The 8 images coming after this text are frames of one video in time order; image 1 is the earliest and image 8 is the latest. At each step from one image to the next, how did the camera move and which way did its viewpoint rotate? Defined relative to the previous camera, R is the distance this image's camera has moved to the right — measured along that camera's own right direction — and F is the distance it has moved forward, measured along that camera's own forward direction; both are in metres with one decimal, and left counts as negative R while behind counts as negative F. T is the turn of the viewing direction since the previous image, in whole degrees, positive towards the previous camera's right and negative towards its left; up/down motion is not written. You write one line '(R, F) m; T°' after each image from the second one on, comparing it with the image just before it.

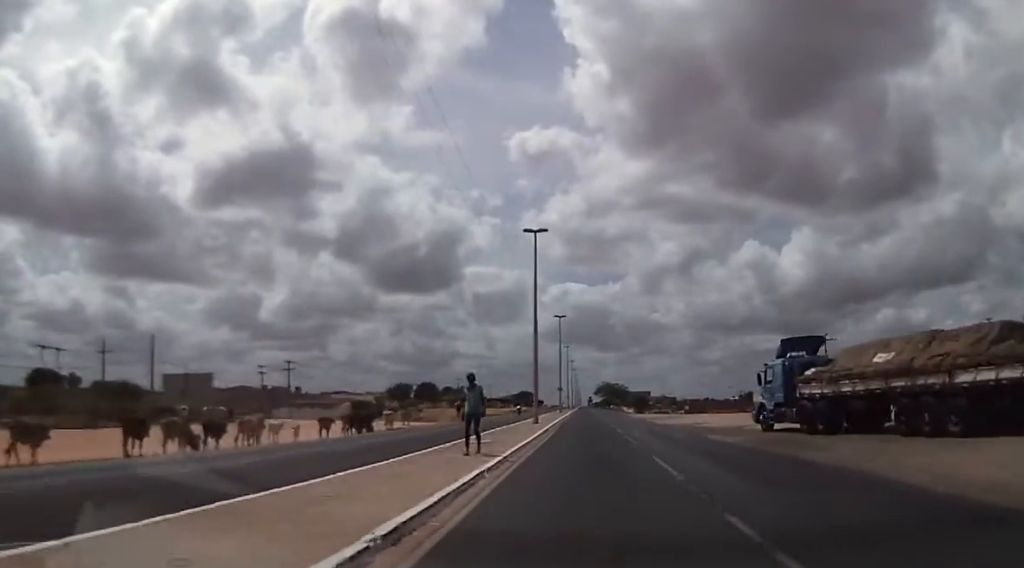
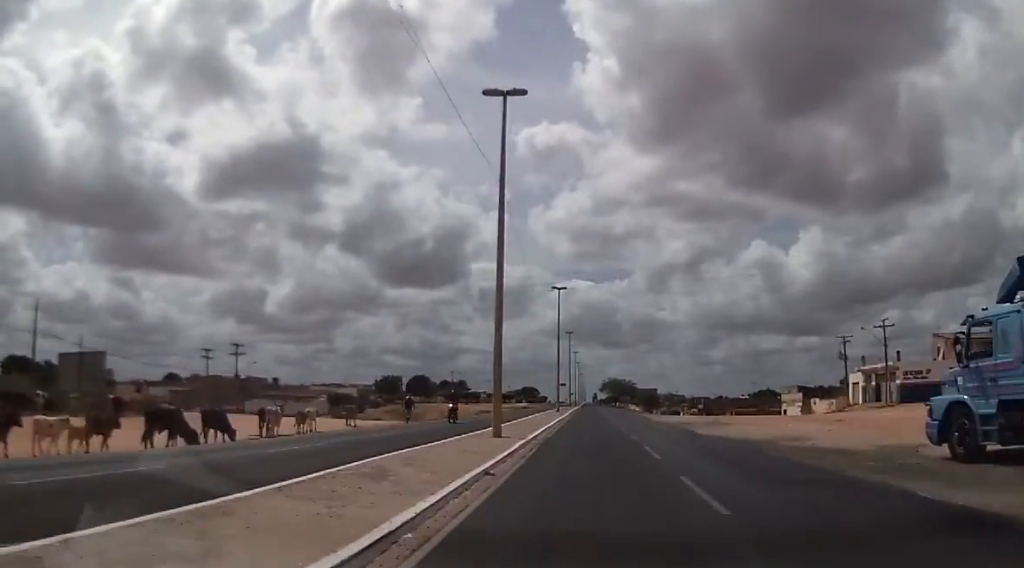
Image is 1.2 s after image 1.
(0.0, +18.6) m; 0°
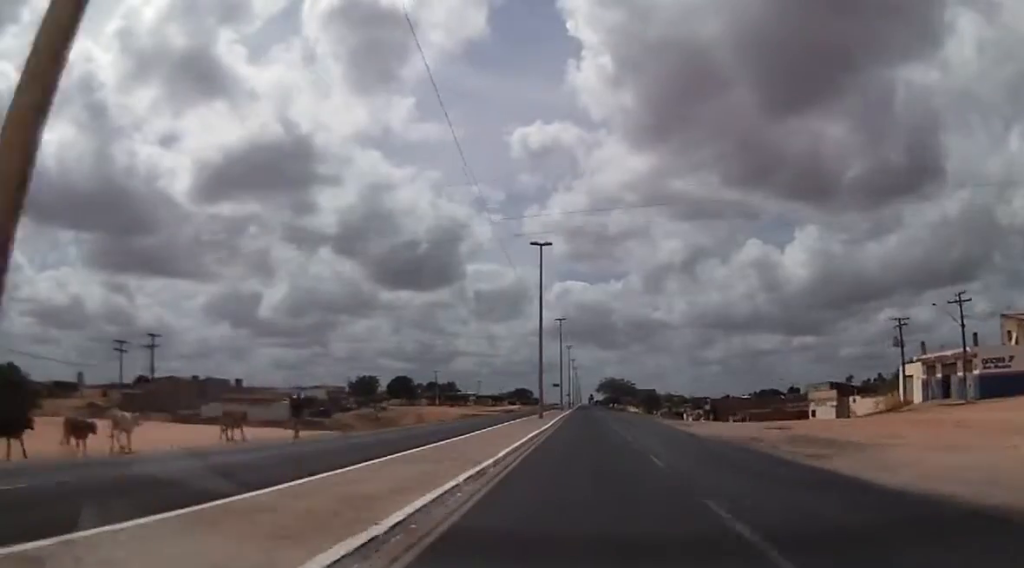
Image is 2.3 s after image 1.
(0.0, +18.9) m; 0°
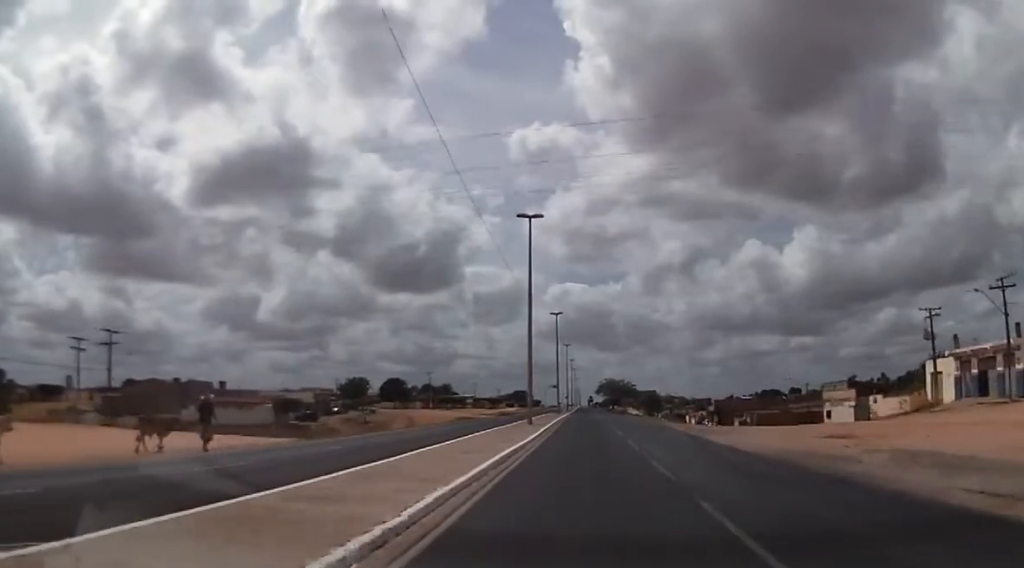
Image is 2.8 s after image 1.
(0.0, +7.6) m; 0°
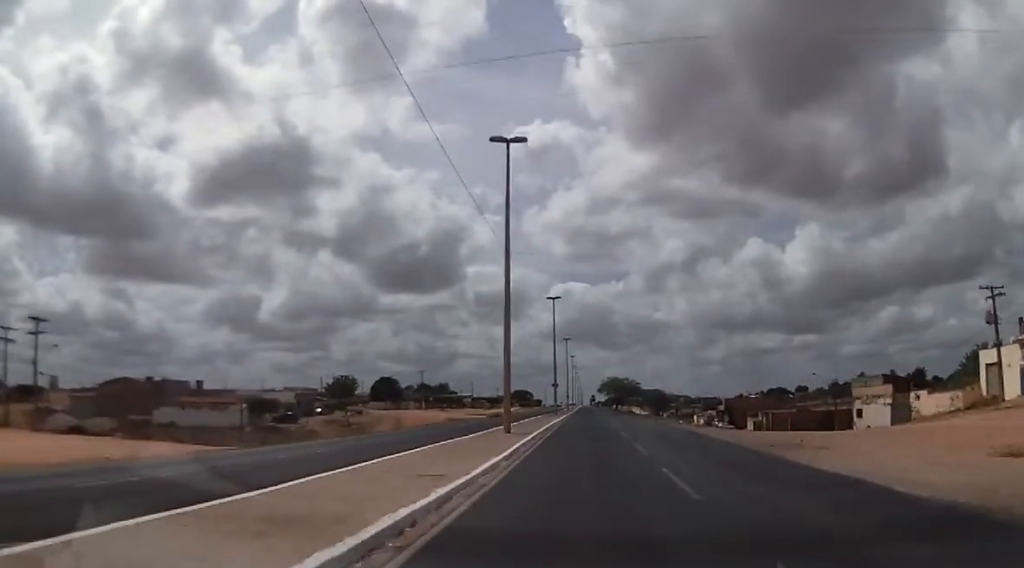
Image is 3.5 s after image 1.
(0.0, +11.4) m; 0°
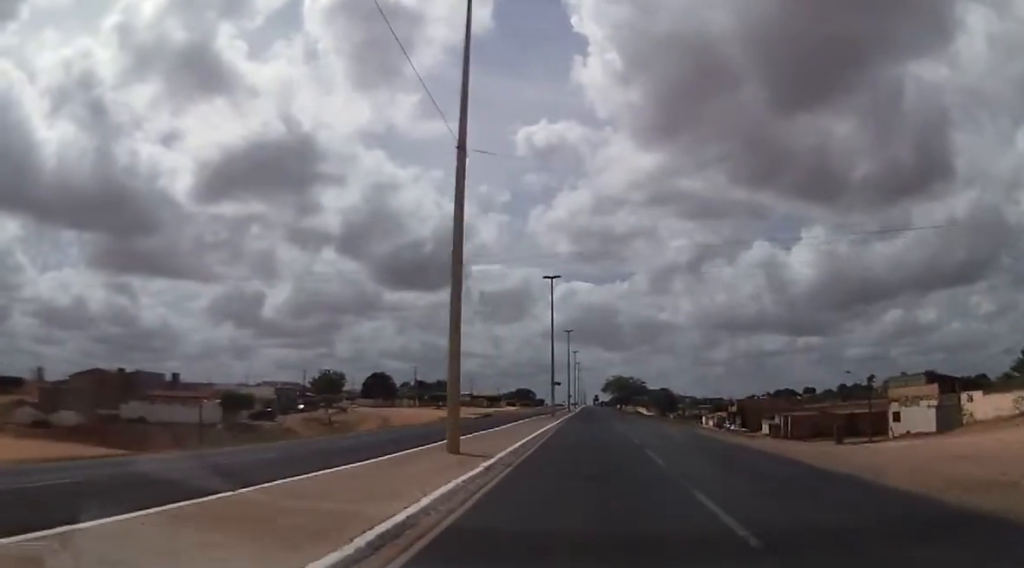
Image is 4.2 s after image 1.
(0.0, +10.9) m; 0°
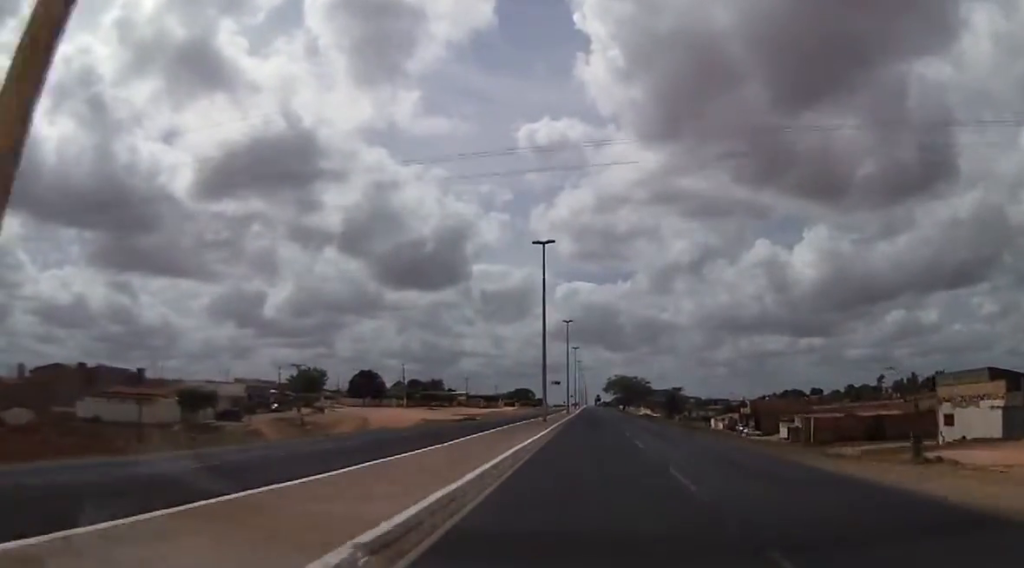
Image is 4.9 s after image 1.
(0.0, +12.6) m; 0°
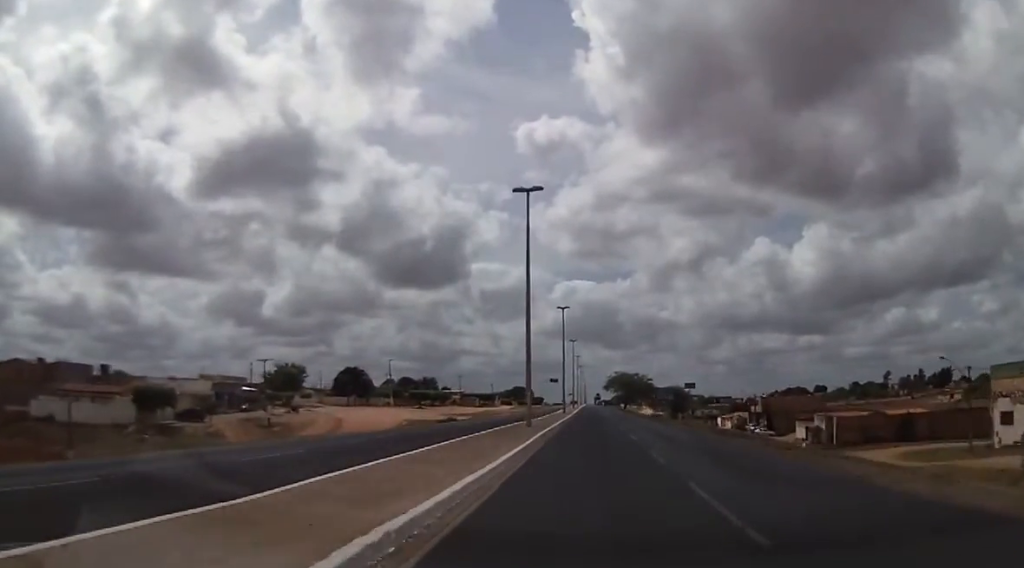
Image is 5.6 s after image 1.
(0.0, +11.0) m; 0°
